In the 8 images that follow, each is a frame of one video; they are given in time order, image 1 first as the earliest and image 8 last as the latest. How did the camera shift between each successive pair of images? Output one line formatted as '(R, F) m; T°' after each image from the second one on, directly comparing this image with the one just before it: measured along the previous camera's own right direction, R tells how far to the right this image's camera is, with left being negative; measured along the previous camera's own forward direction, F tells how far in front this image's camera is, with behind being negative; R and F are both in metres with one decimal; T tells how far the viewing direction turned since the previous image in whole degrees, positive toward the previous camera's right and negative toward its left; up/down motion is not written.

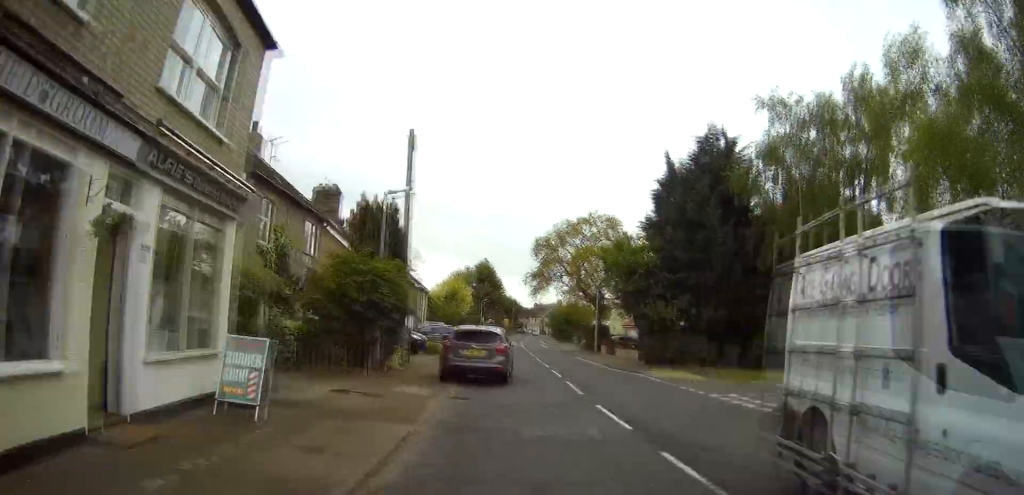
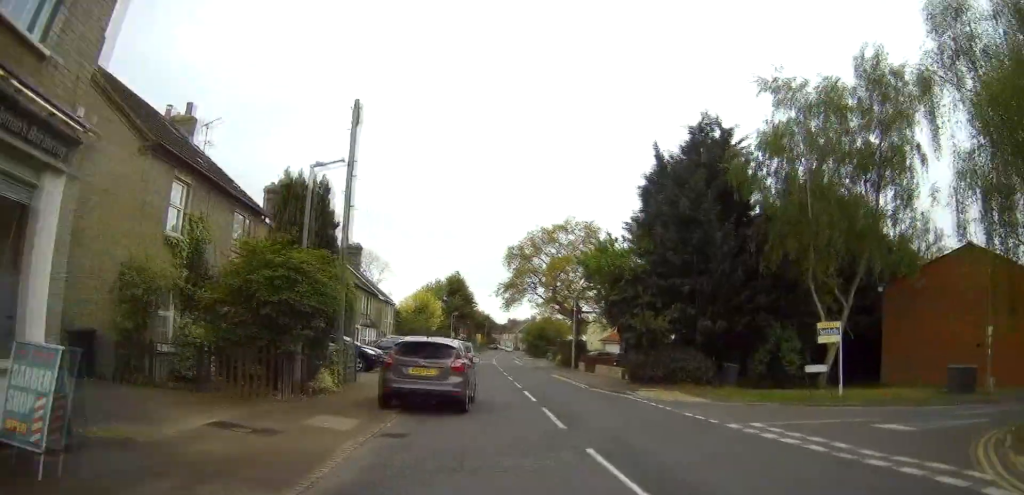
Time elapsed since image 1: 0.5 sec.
(0.0, +4.0) m; 0°
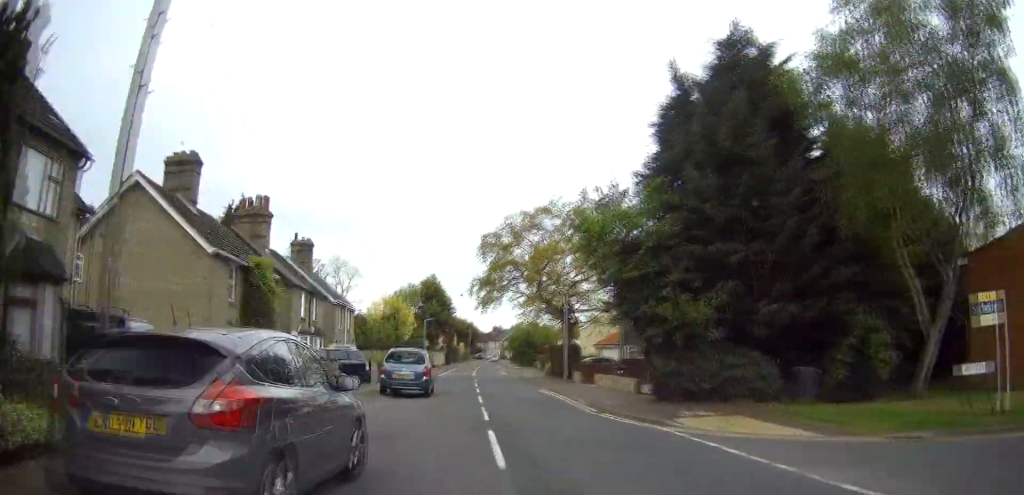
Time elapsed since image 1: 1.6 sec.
(-0.1, +9.2) m; -1°
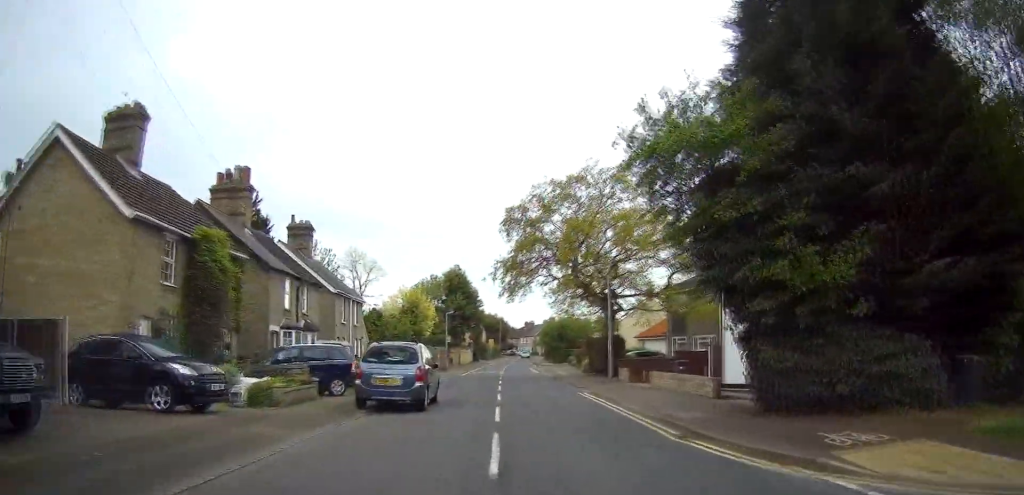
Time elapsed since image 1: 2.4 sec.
(0.0, +6.7) m; 0°
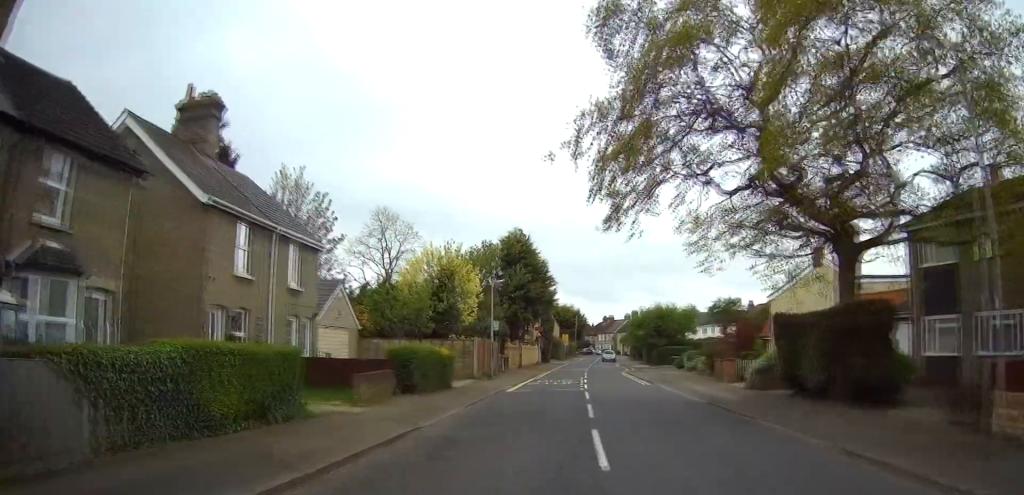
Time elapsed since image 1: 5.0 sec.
(0.0, +23.2) m; -3°
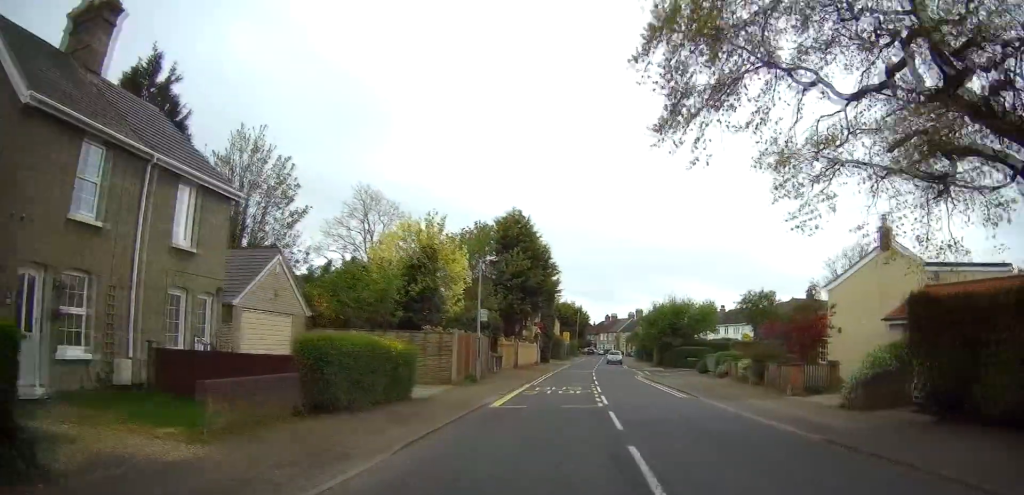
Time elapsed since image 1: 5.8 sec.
(-0.4, +7.8) m; -1°
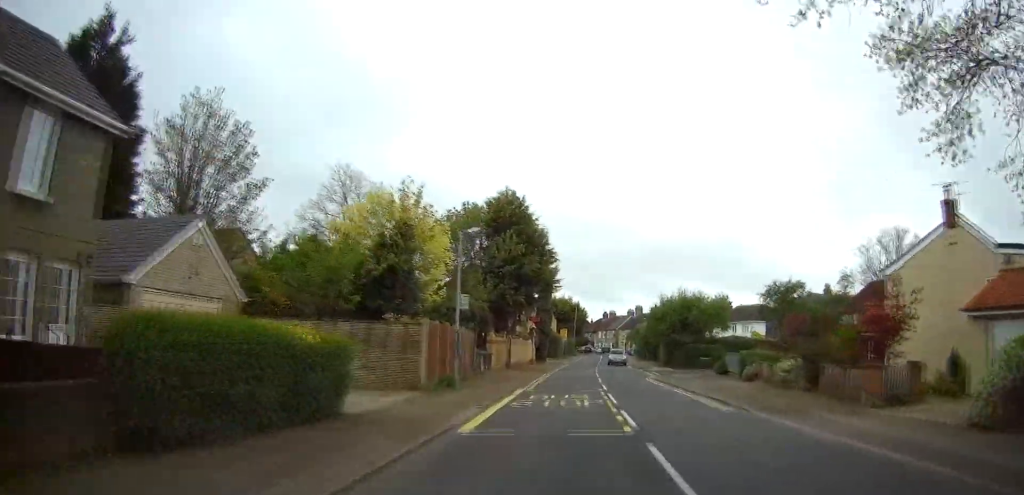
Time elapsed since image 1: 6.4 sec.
(+0.1, +6.0) m; 0°
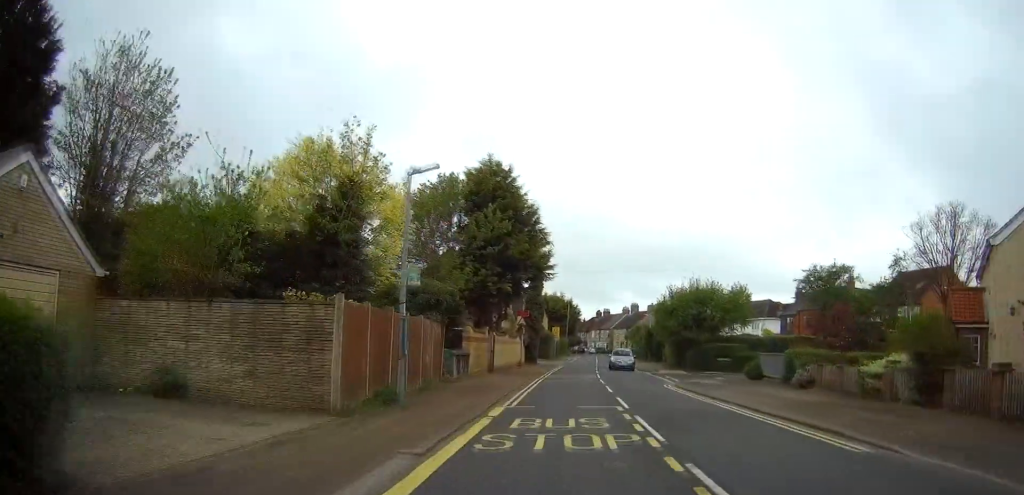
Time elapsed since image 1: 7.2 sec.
(+0.1, +7.7) m; +1°
